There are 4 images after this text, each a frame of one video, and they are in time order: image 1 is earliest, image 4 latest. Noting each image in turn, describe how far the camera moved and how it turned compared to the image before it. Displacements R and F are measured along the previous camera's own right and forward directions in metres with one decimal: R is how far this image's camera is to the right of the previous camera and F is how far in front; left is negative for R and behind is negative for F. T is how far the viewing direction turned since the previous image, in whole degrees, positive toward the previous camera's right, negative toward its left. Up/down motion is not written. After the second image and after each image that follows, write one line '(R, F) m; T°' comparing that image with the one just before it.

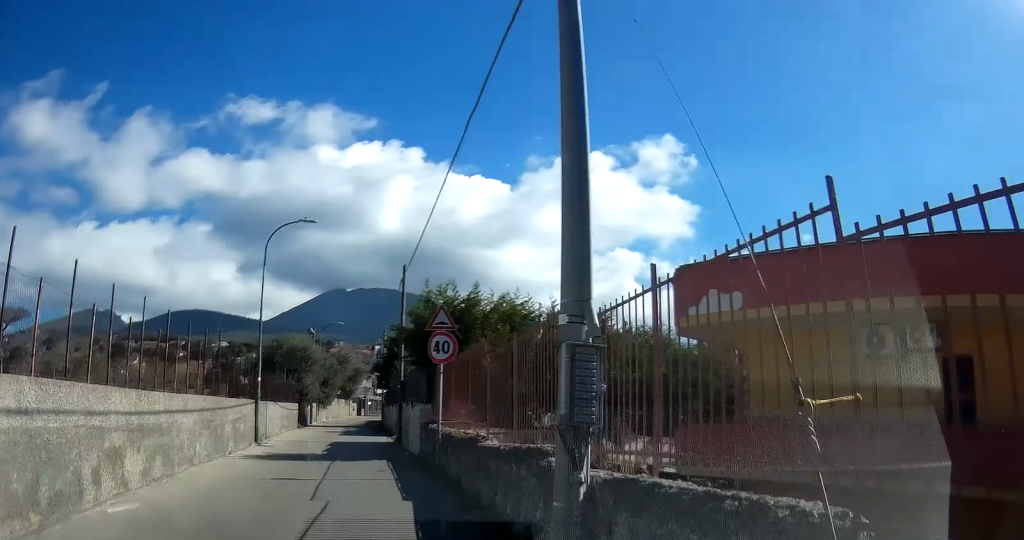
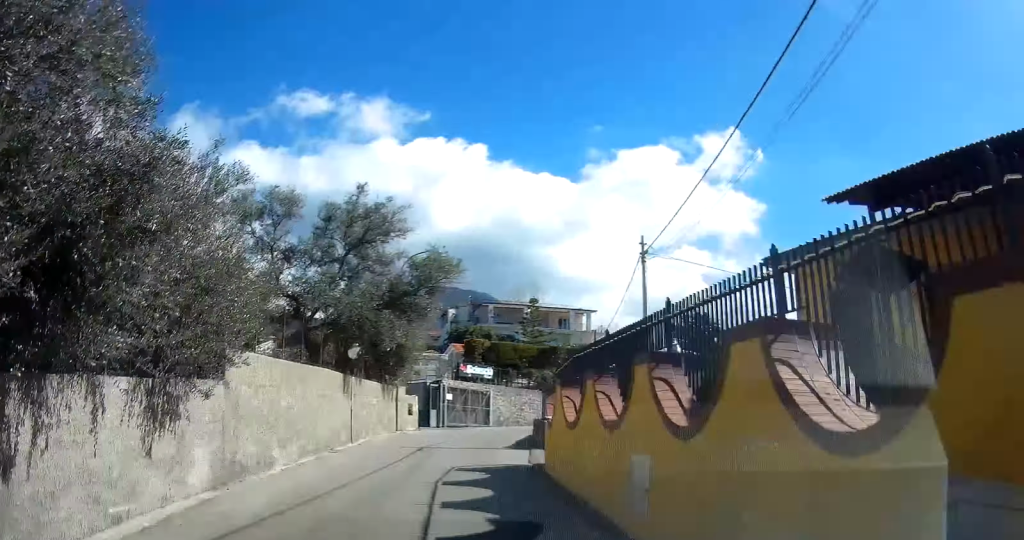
(-10.9, +52.4) m; +1°
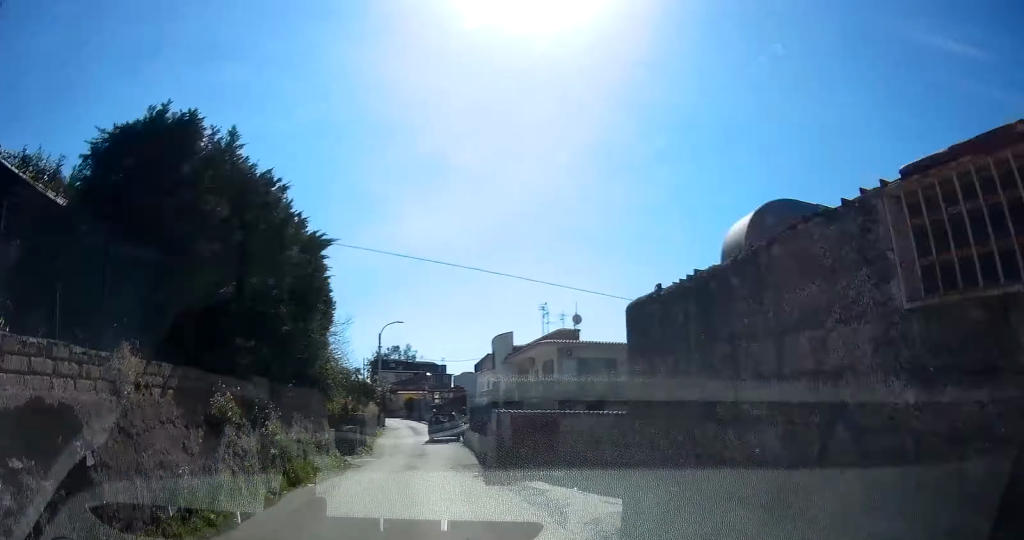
(+56.3, +62.6) m; +65°
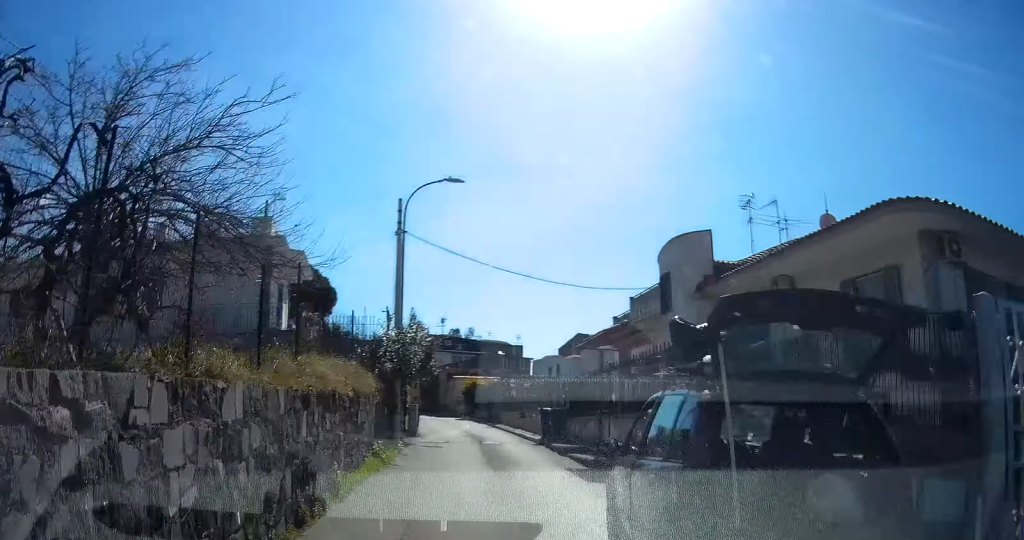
(-0.6, +32.5) m; -3°
